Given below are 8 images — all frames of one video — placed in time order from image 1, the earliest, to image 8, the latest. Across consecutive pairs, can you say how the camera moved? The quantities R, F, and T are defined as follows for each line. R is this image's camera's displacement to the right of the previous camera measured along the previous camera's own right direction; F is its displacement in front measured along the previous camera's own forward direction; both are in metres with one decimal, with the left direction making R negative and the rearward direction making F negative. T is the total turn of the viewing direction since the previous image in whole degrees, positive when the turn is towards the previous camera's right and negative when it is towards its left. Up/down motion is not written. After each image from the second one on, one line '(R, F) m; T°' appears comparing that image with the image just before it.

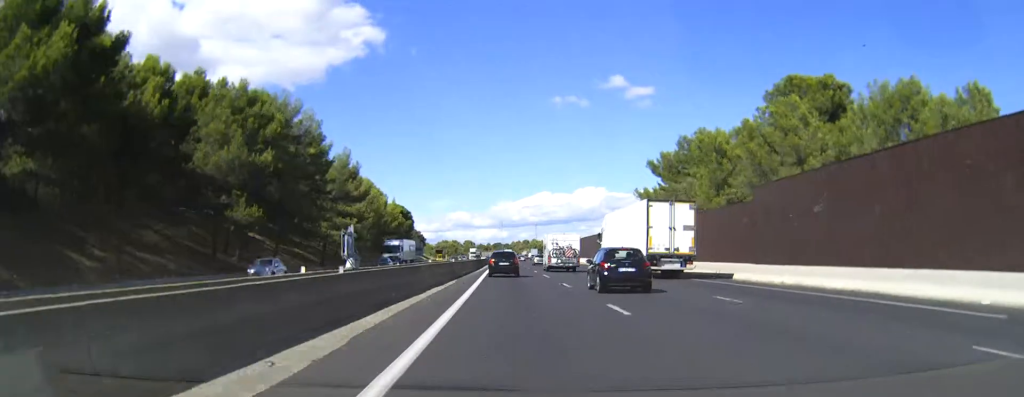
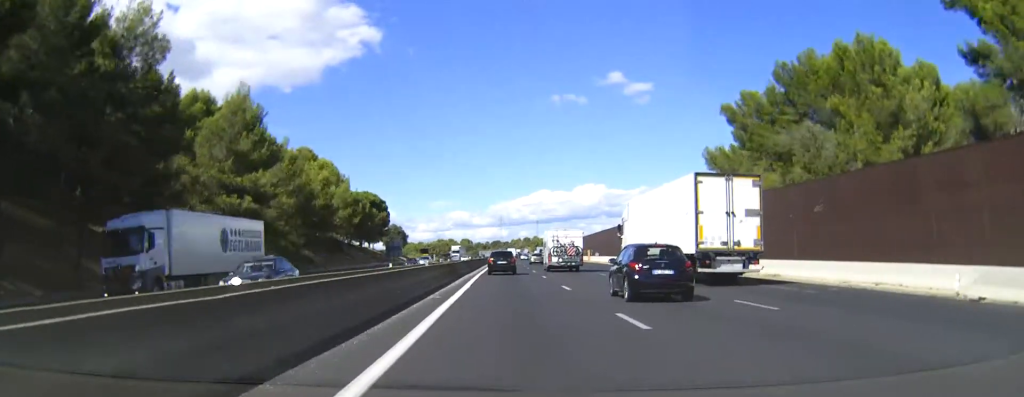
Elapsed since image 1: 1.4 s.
(-0.4, +42.4) m; -1°
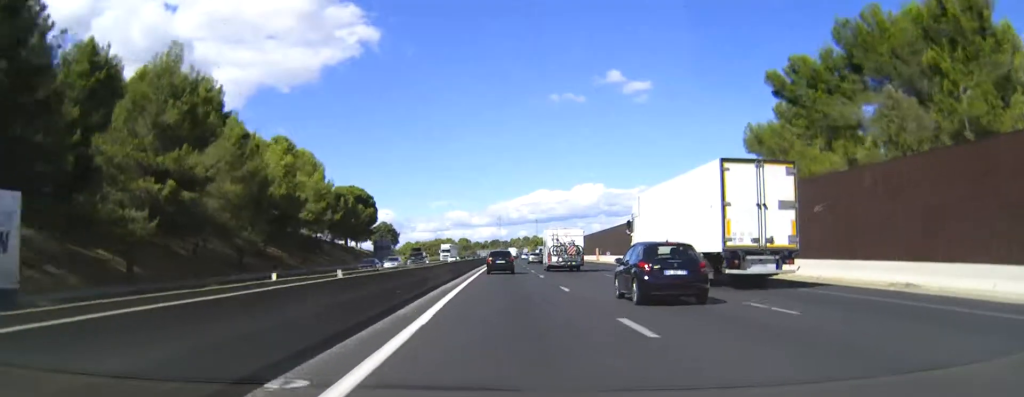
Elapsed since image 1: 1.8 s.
(0.0, +14.5) m; 0°
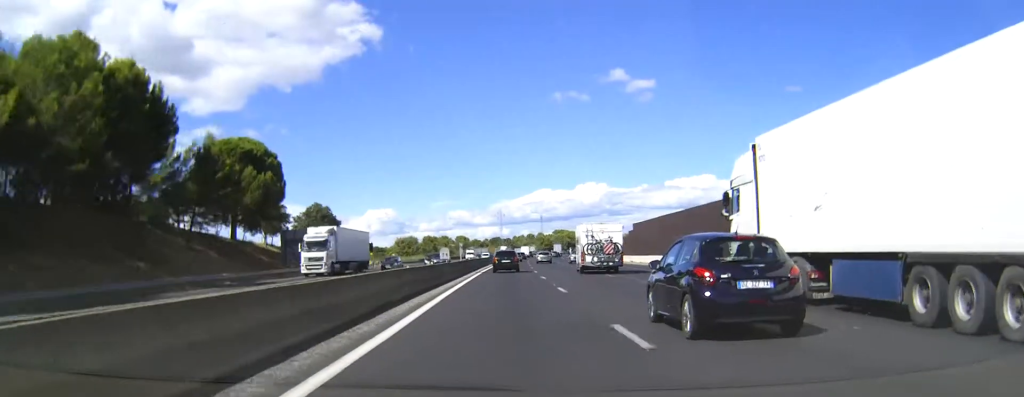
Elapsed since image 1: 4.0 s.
(-0.1, +66.4) m; 0°
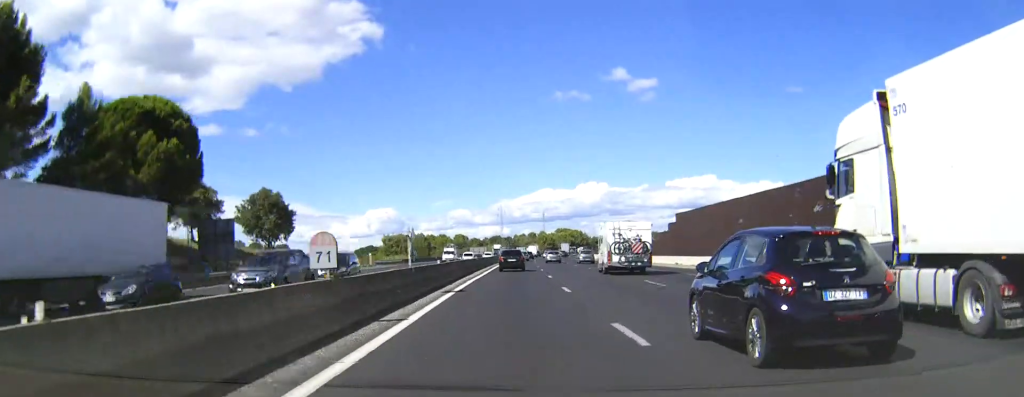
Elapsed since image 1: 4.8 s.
(0.0, +26.1) m; 0°
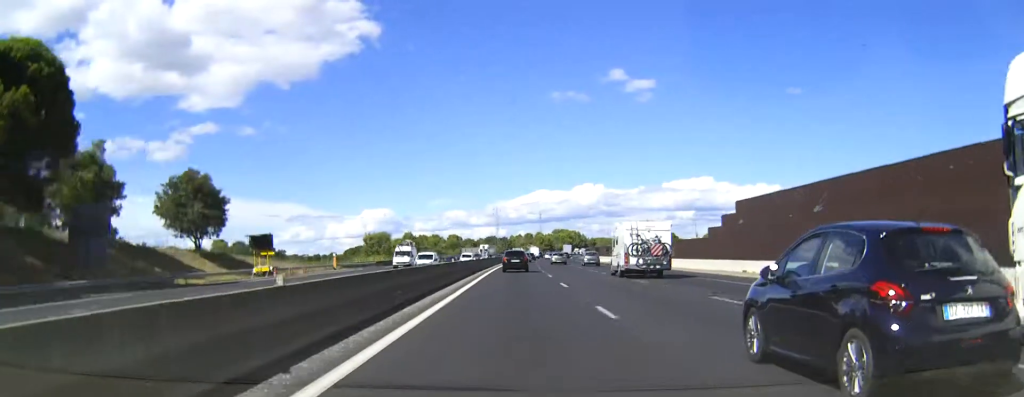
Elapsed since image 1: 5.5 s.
(-0.1, +22.0) m; 0°
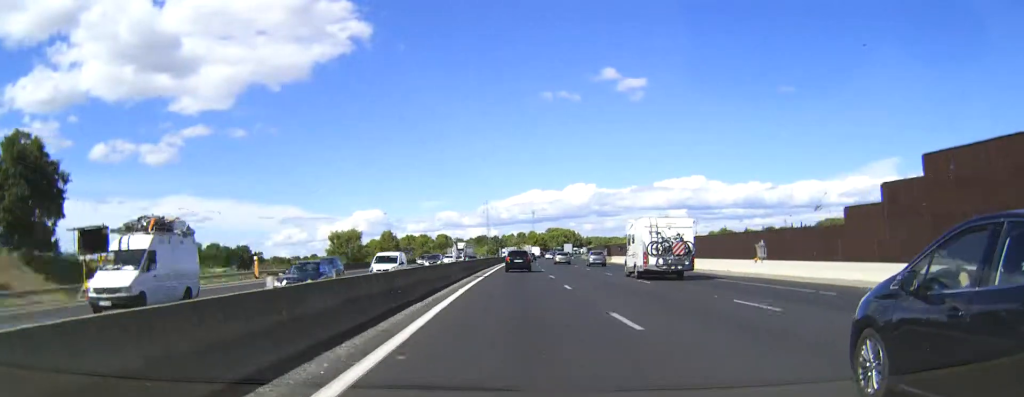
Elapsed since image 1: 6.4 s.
(+0.2, +28.3) m; 0°
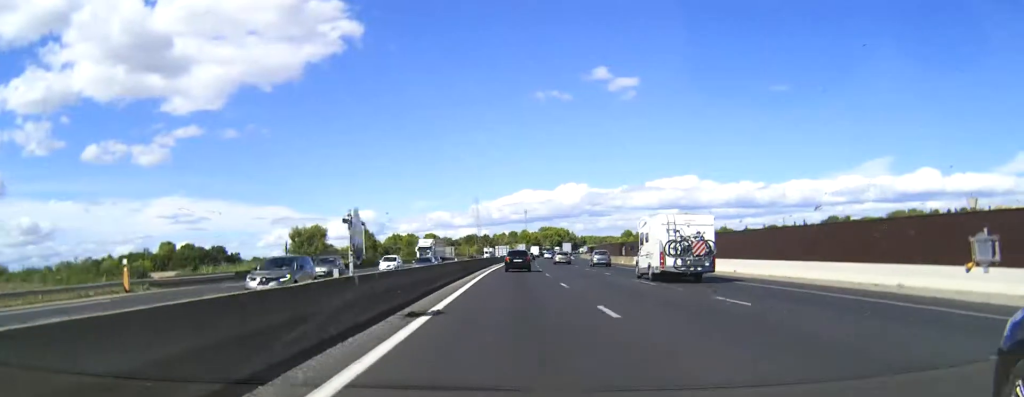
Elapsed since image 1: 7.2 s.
(0.0, +24.2) m; +1°
